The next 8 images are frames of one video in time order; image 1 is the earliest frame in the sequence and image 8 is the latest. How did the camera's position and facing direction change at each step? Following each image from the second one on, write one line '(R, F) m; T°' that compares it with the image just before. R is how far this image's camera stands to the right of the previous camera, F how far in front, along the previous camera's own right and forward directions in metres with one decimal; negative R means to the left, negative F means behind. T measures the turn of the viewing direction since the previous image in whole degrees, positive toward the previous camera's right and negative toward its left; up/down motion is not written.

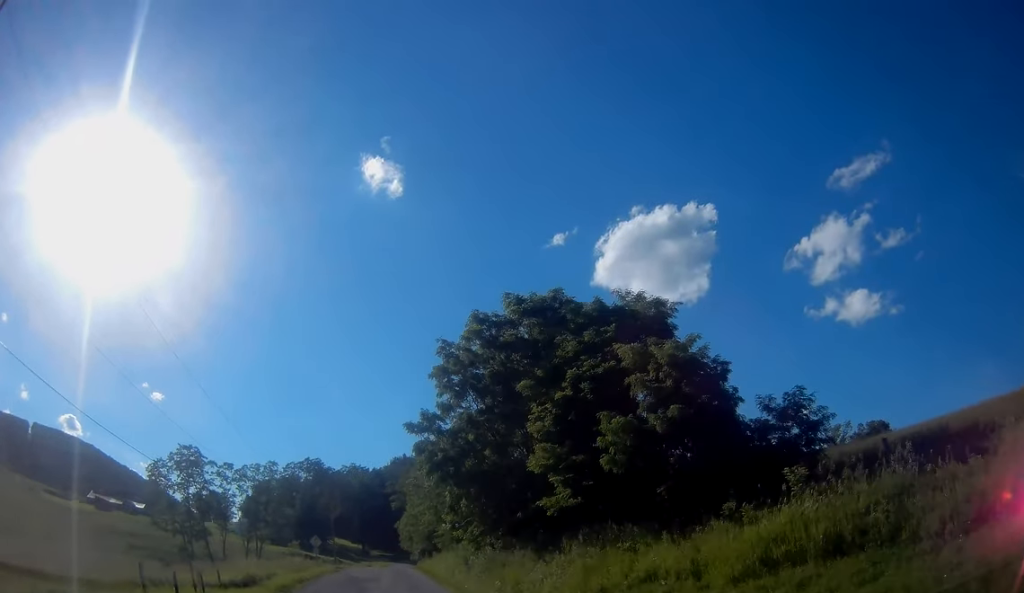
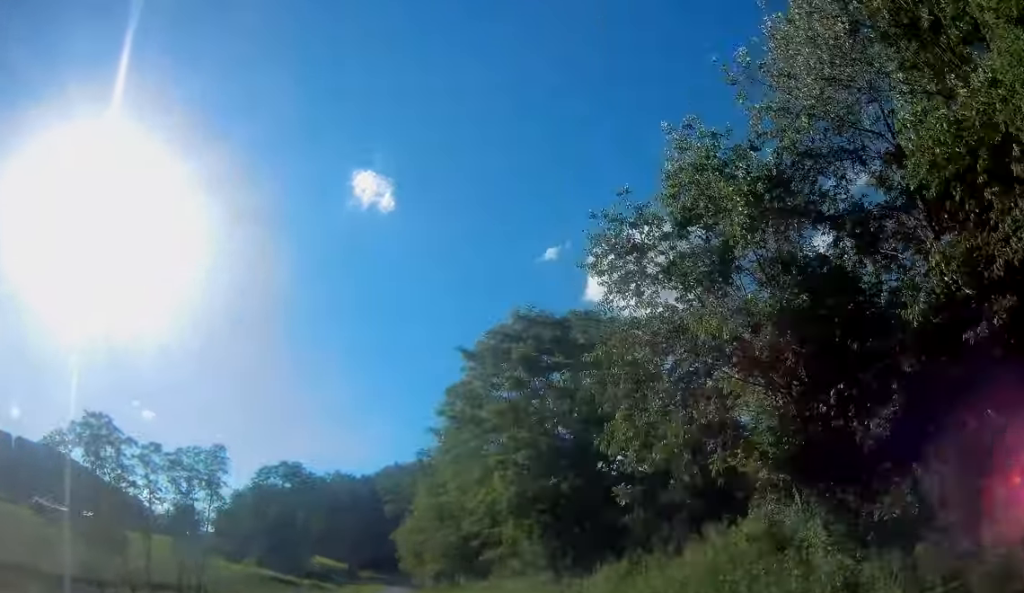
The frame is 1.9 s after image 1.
(+0.1, +35.2) m; +1°
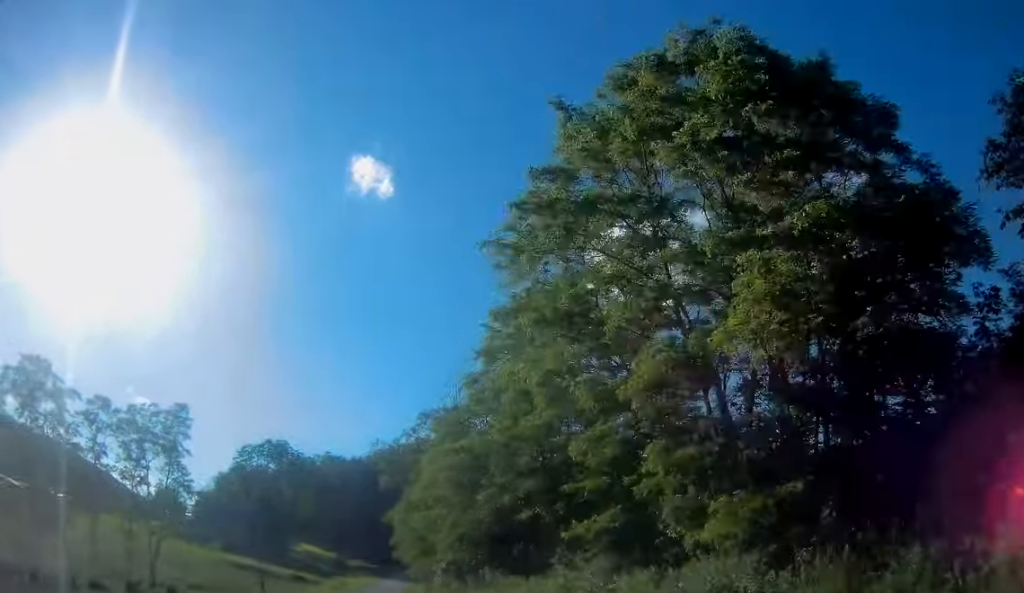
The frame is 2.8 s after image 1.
(+0.1, +14.8) m; +1°
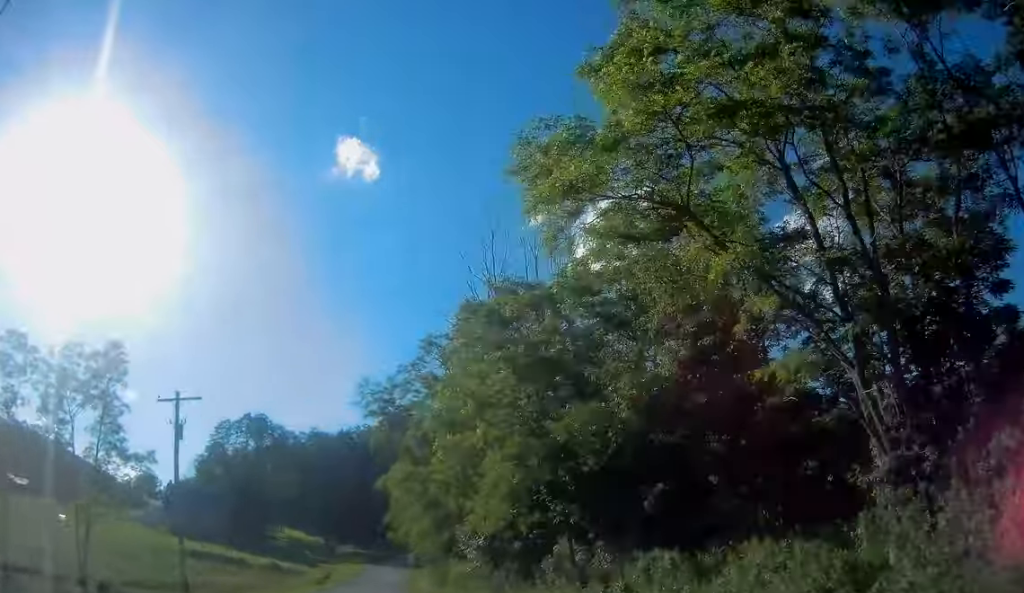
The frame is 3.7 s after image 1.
(+0.1, +16.4) m; +1°
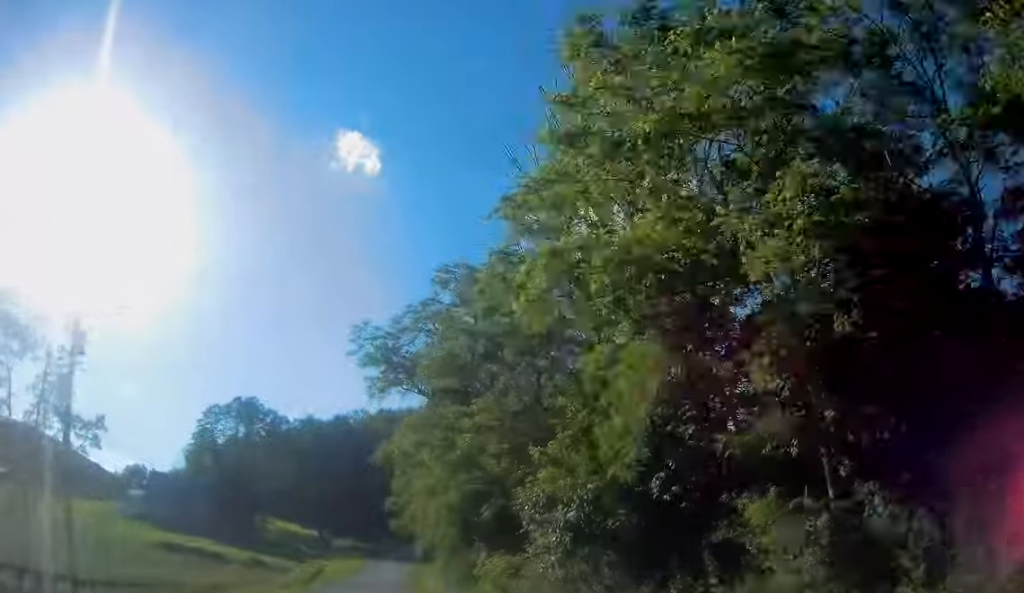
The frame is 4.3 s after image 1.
(+0.1, +10.4) m; 0°
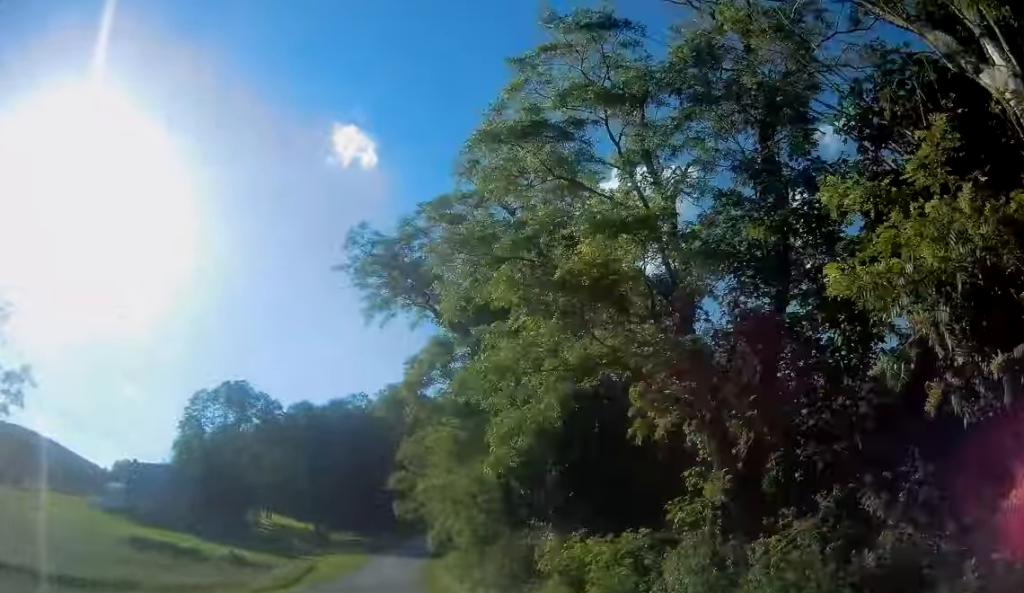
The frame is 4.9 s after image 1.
(-0.1, +10.2) m; 0°
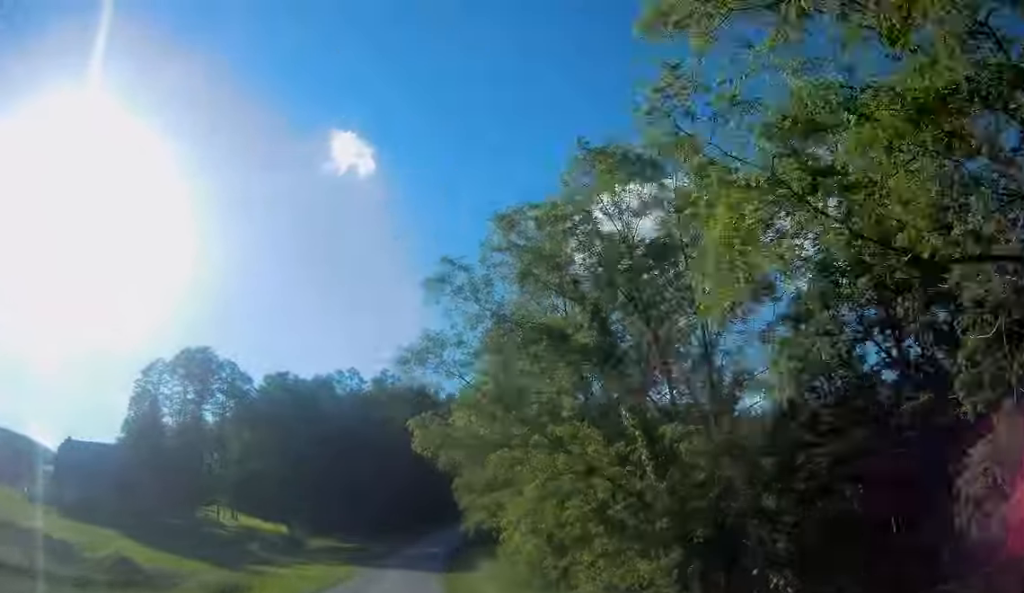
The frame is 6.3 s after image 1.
(+0.2, +23.8) m; +1°
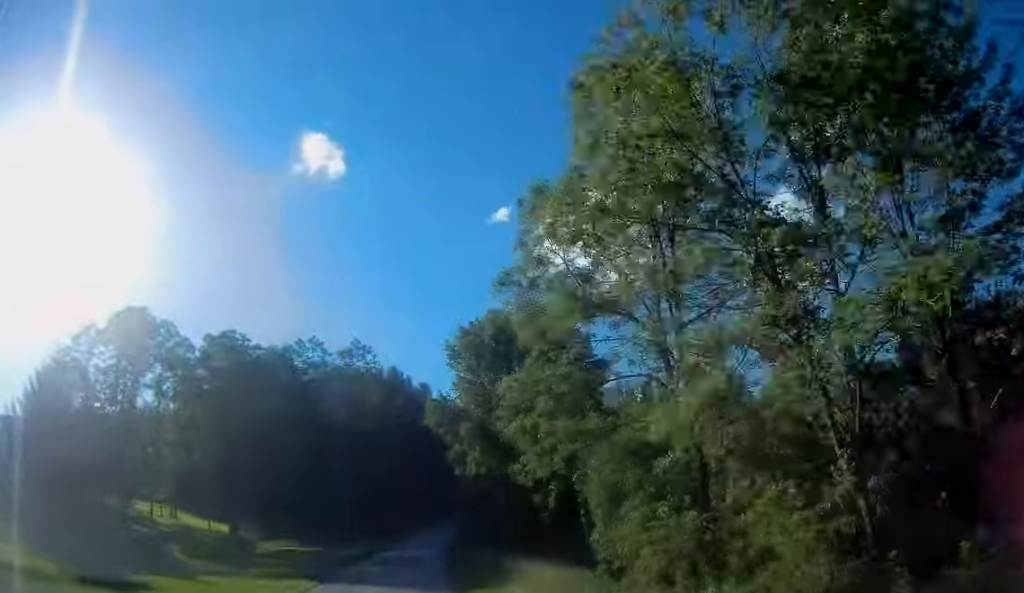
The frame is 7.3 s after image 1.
(+0.2, +20.7) m; +3°
